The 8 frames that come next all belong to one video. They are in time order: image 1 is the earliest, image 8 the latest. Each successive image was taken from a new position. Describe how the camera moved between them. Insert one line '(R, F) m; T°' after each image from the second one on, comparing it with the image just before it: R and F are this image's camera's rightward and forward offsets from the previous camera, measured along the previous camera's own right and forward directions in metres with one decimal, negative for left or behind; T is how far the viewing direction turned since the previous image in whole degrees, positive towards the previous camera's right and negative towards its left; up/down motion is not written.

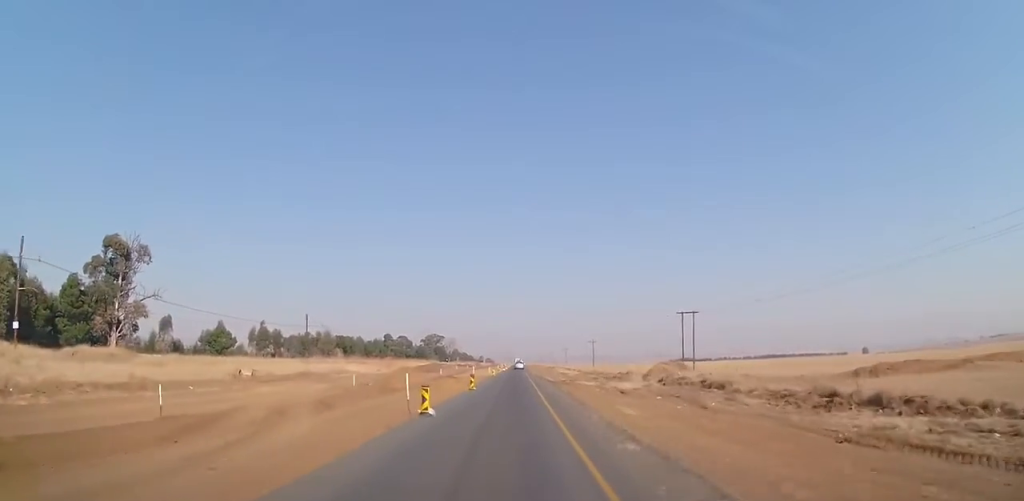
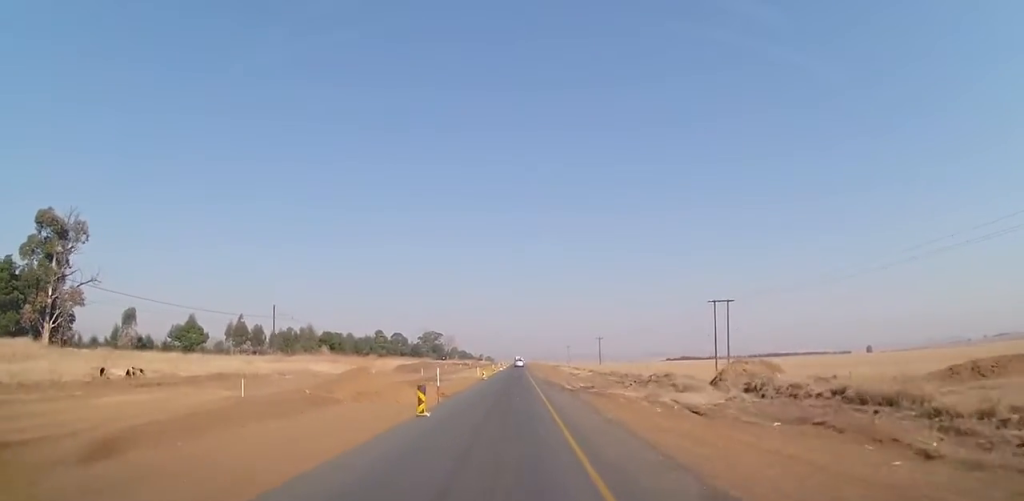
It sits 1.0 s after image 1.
(+0.1, +14.5) m; 0°
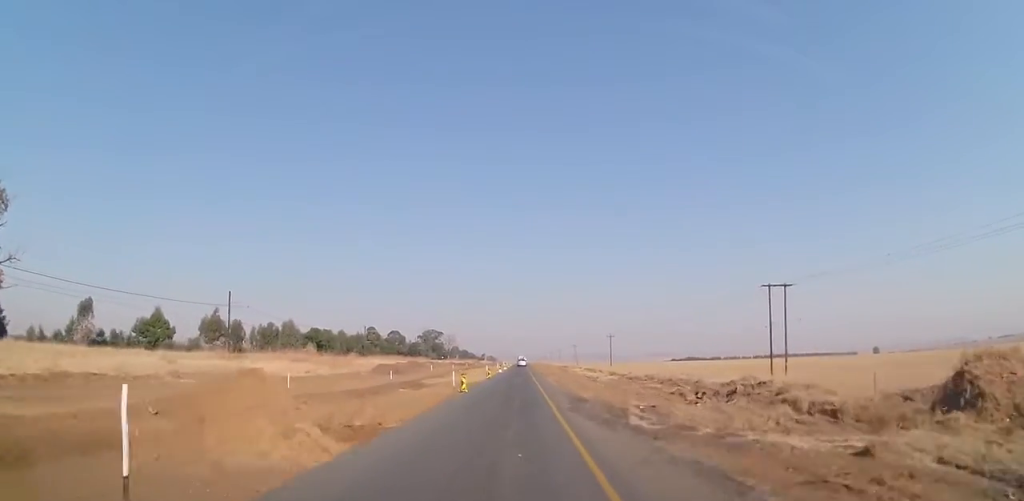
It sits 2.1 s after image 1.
(0.0, +15.7) m; 0°
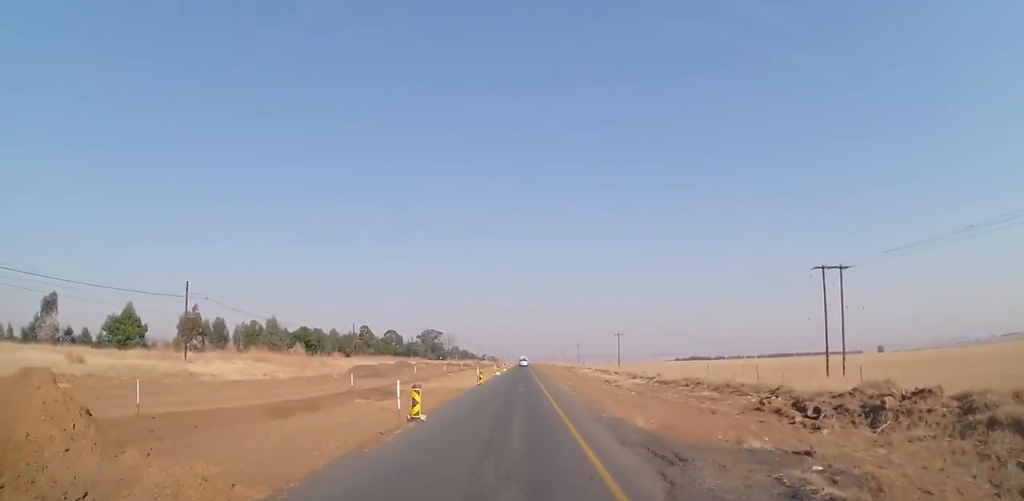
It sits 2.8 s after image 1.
(0.0, +10.9) m; 0°
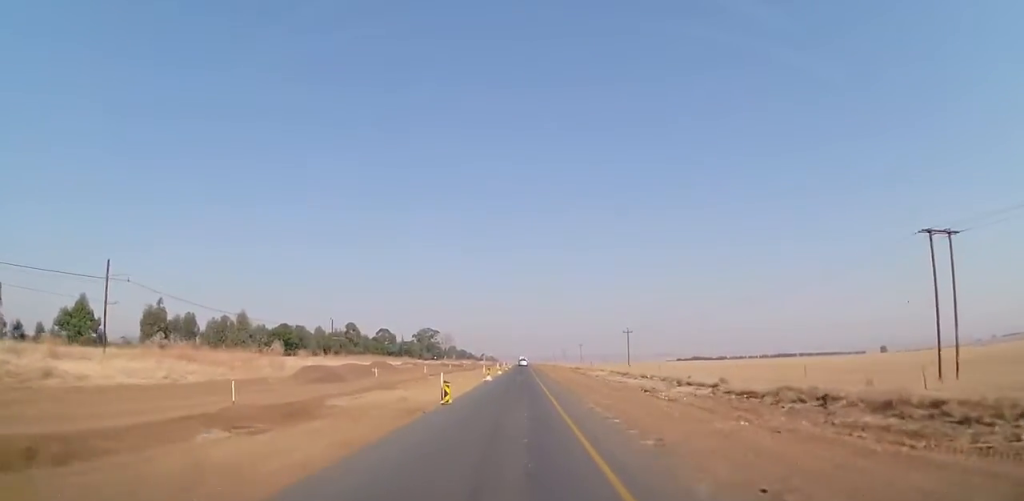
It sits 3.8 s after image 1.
(0.0, +14.6) m; +1°
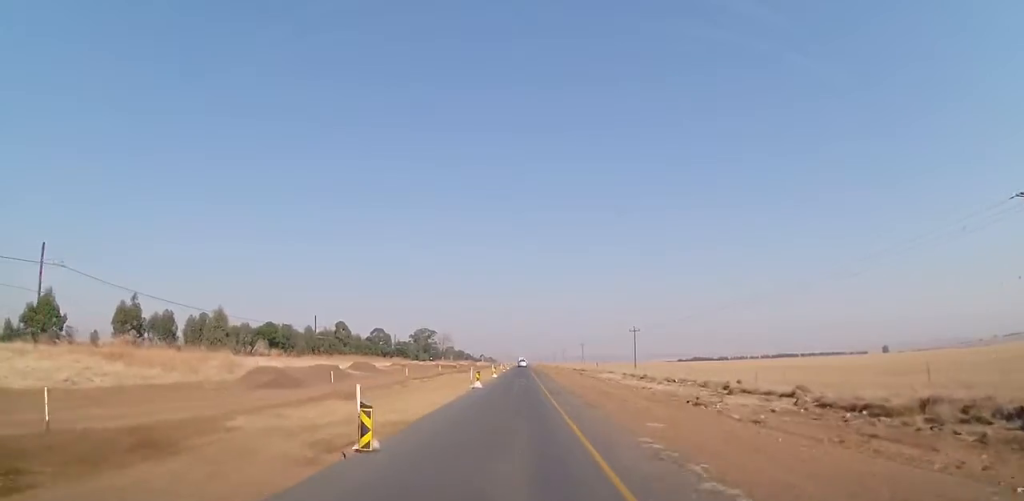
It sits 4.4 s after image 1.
(+0.1, +9.2) m; 0°
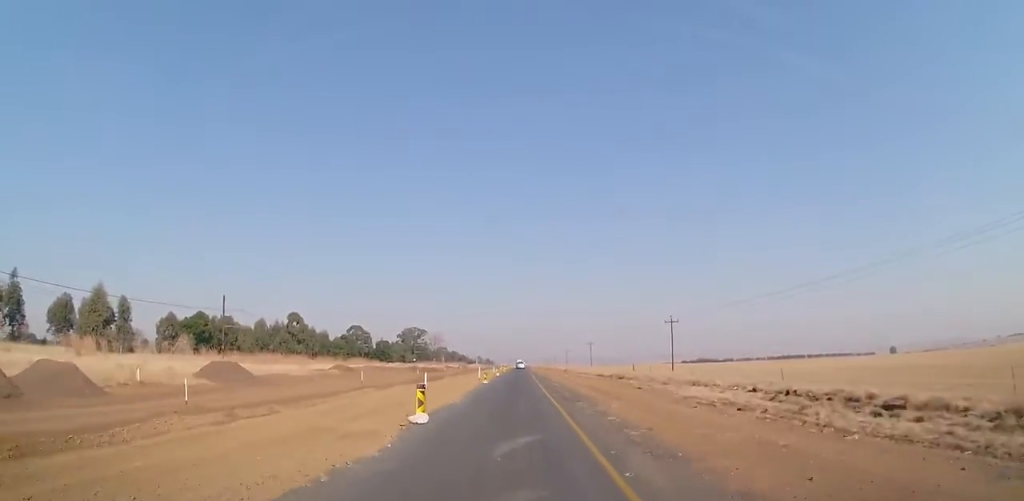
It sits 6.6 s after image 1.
(-0.1, +33.8) m; 0°
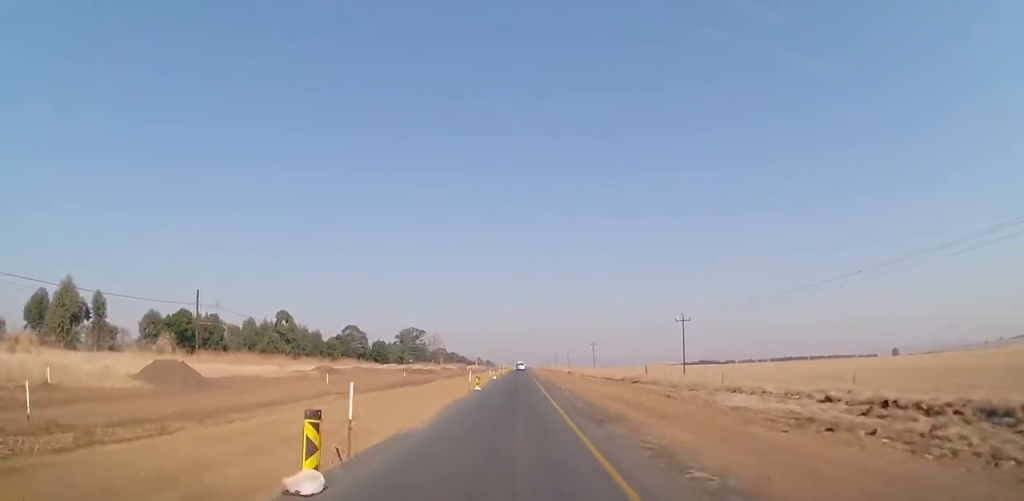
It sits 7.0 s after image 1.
(0.0, +6.7) m; 0°
